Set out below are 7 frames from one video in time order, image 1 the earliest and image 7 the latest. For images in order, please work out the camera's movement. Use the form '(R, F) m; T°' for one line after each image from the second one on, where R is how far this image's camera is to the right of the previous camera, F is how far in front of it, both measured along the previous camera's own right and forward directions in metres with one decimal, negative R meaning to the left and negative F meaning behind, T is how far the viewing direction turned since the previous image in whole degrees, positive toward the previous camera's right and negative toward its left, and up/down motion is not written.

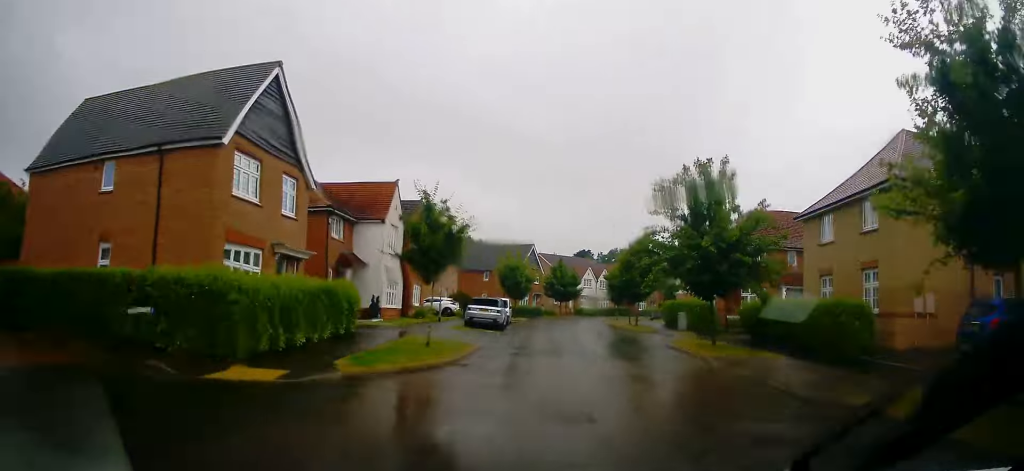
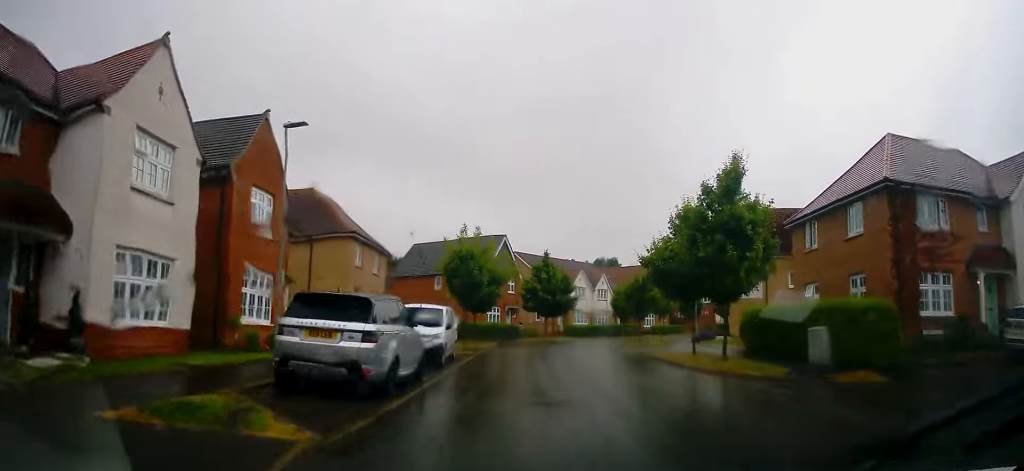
(+1.2, +20.5) m; +5°
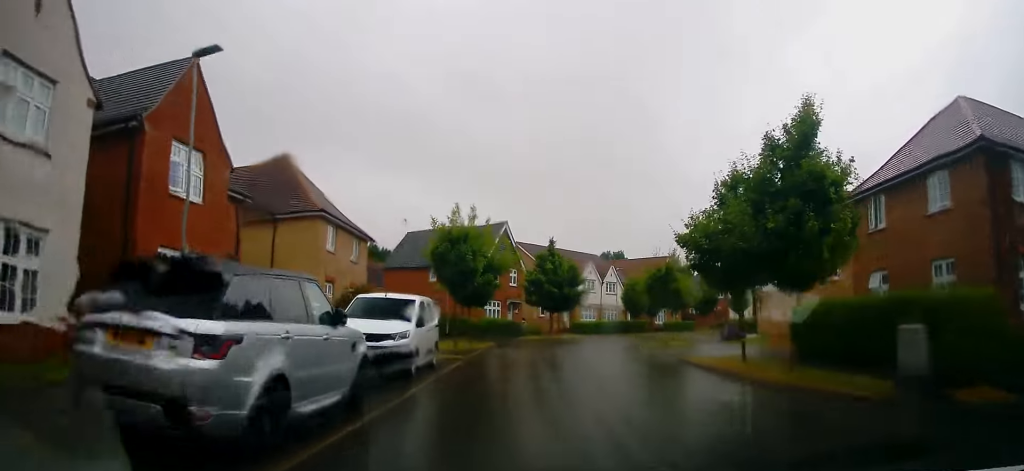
(0.0, +4.6) m; 0°
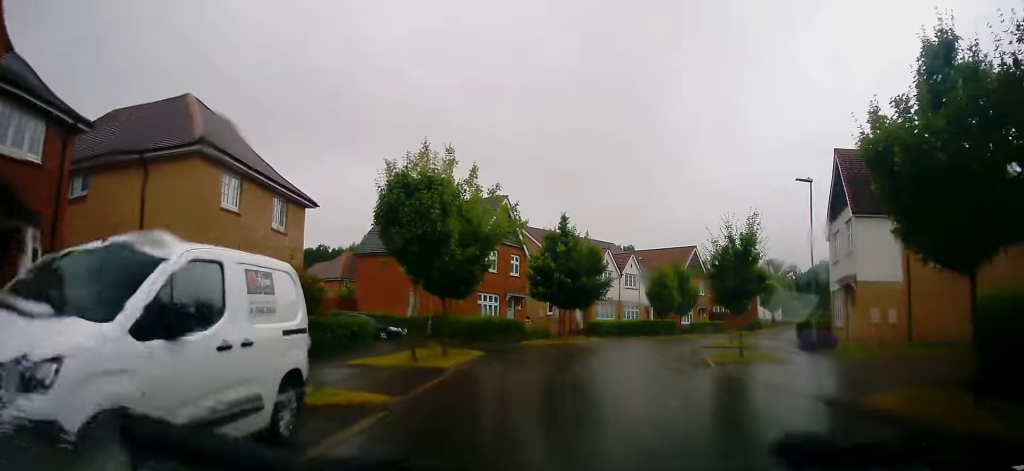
(-0.1, +9.2) m; -1°
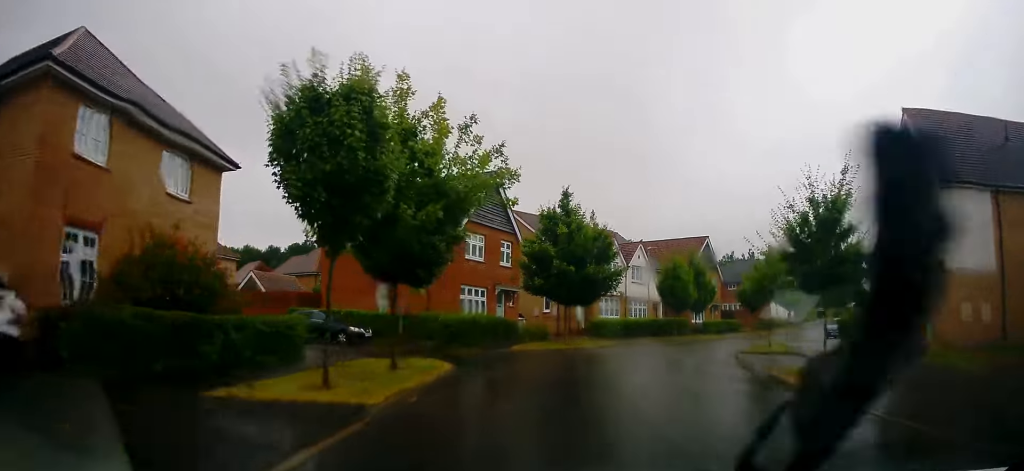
(-0.2, +5.9) m; 0°
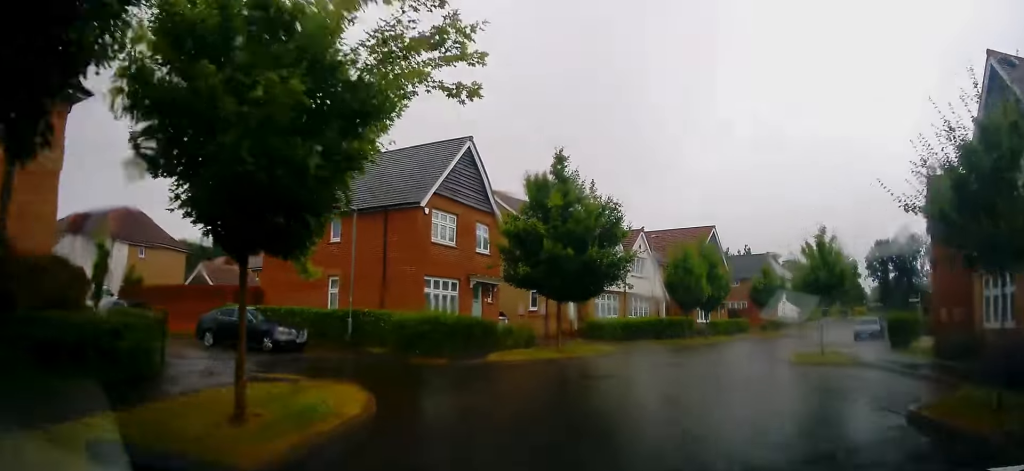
(+0.2, +6.0) m; +4°
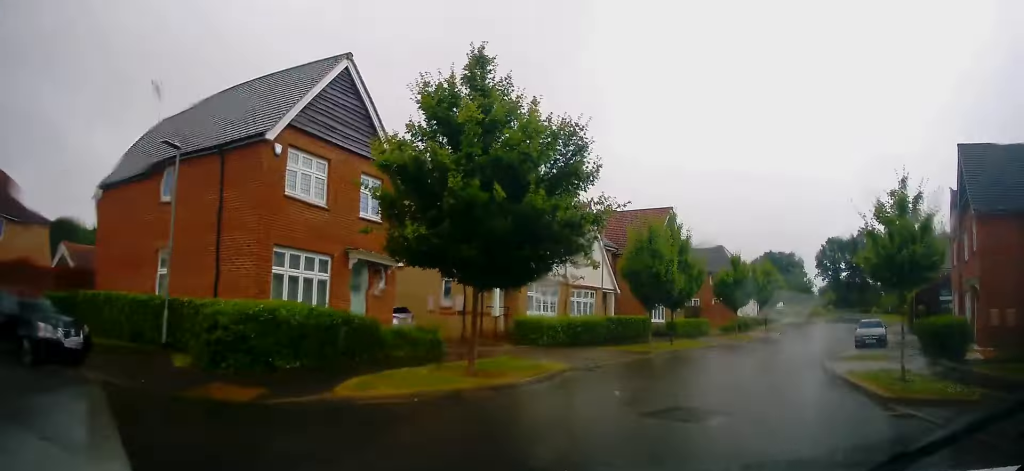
(+0.5, +8.3) m; +8°
